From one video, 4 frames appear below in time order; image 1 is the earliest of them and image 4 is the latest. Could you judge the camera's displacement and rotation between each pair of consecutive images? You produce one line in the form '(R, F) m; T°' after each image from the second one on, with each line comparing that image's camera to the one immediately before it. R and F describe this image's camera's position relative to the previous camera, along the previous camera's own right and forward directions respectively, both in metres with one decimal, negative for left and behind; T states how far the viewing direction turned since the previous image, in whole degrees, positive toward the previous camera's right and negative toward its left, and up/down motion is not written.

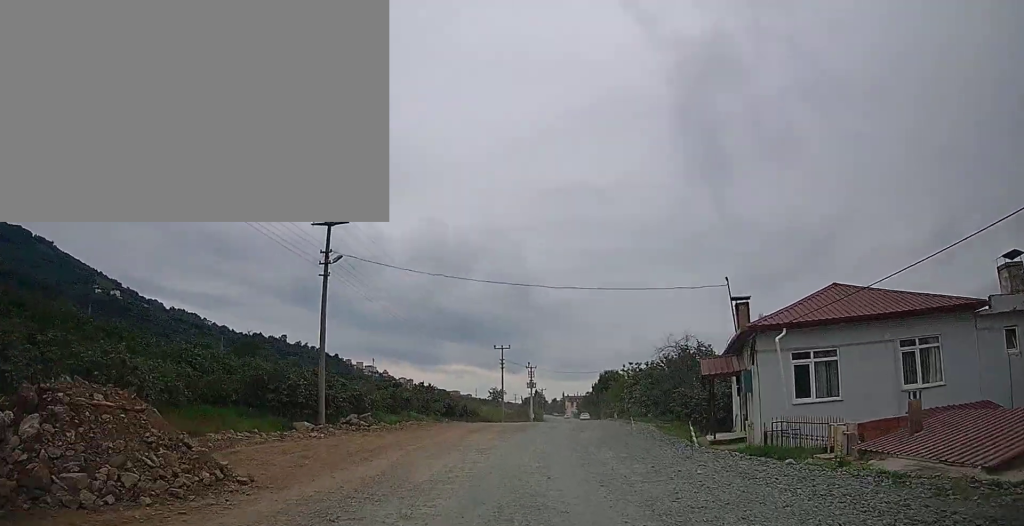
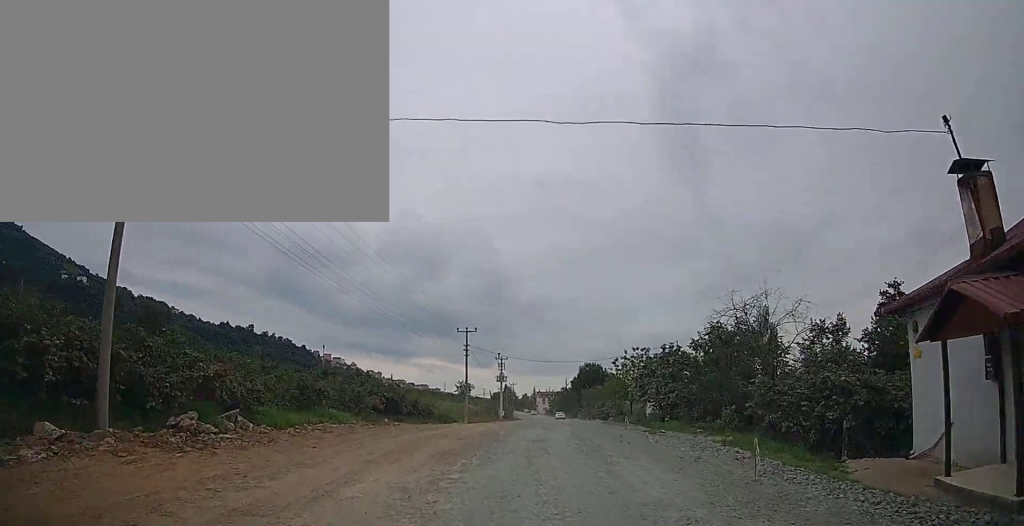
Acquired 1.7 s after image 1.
(+0.2, +13.4) m; +2°
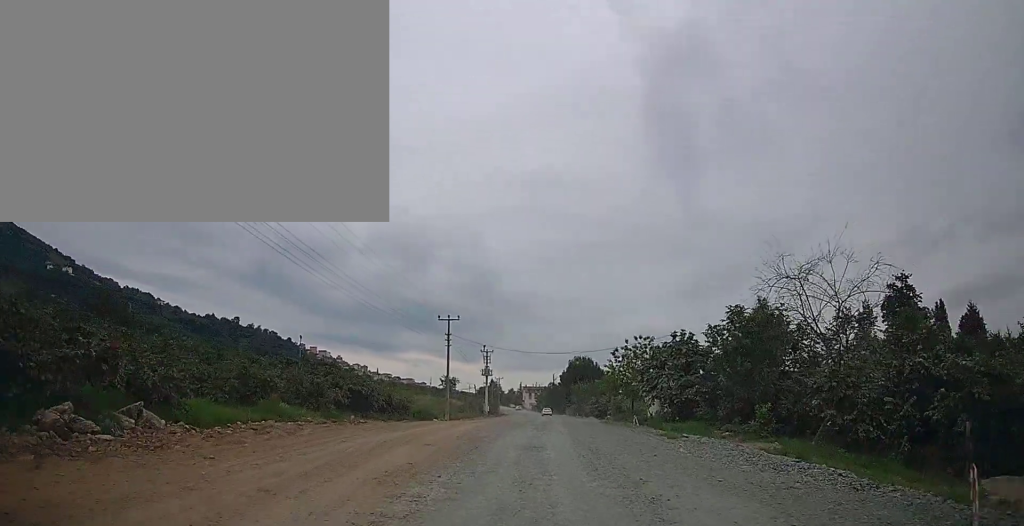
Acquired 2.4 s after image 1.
(0.0, +4.9) m; +1°
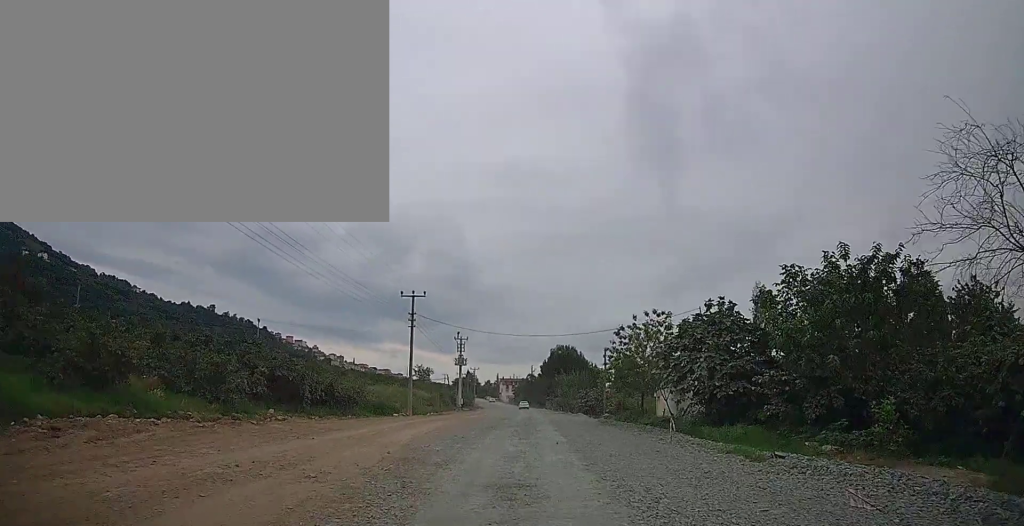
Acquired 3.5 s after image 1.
(+0.2, +8.5) m; +3°
